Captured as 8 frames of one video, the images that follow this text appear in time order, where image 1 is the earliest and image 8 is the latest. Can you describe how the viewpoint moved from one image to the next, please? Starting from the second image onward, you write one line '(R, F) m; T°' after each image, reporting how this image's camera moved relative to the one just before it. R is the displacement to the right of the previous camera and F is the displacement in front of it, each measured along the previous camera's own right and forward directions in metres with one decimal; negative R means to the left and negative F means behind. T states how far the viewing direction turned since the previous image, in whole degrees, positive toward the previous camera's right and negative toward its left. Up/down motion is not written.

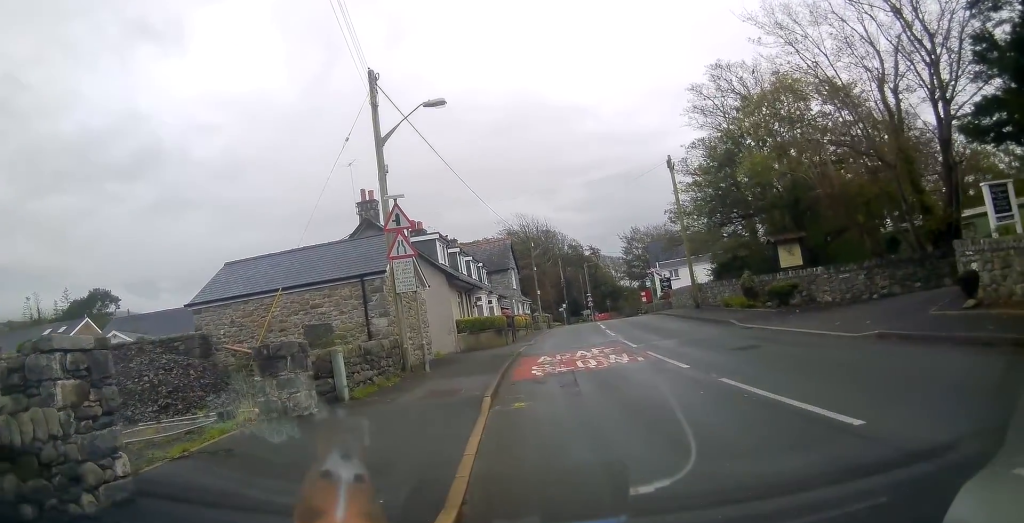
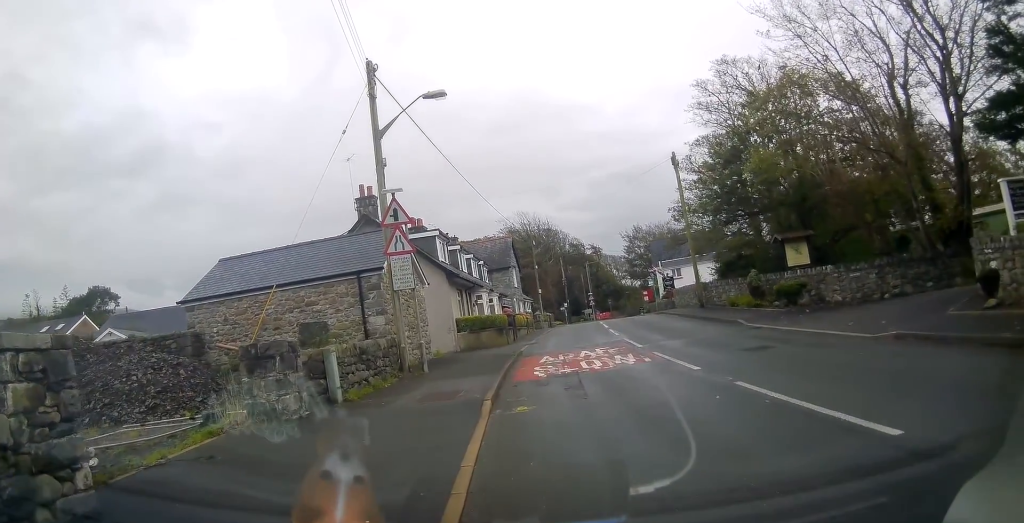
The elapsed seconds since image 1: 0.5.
(+0.2, +0.9) m; 0°
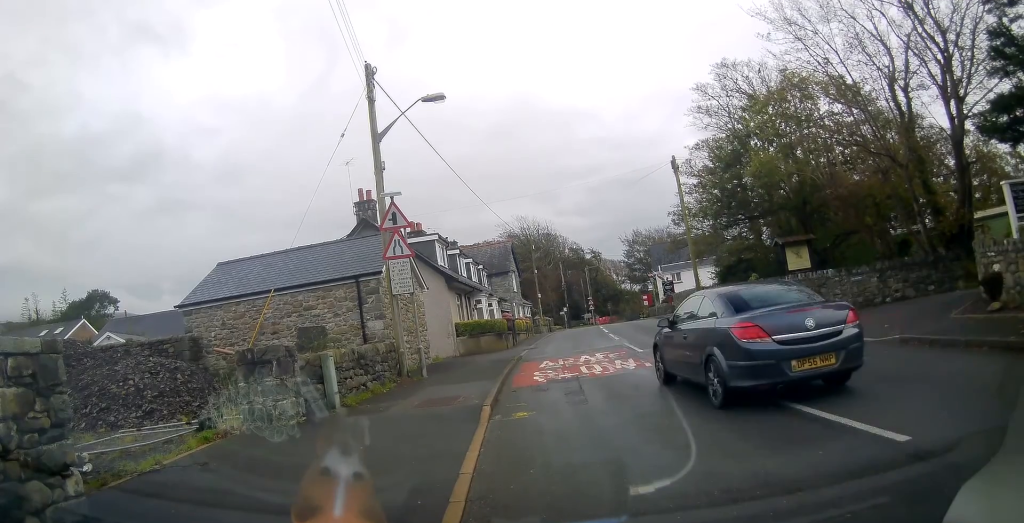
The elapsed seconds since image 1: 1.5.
(-0.2, +0.5) m; 0°
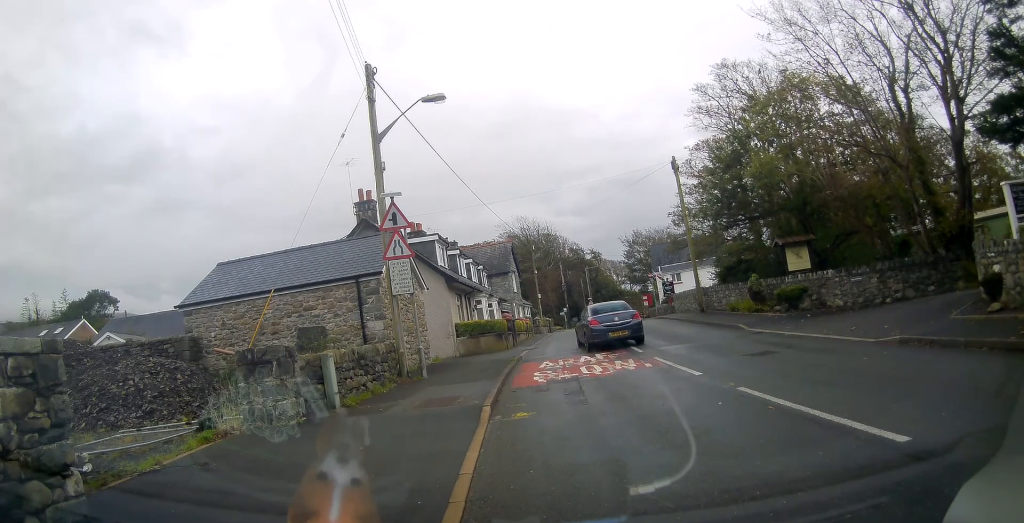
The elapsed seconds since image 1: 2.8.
(-0.2, -0.2) m; 0°
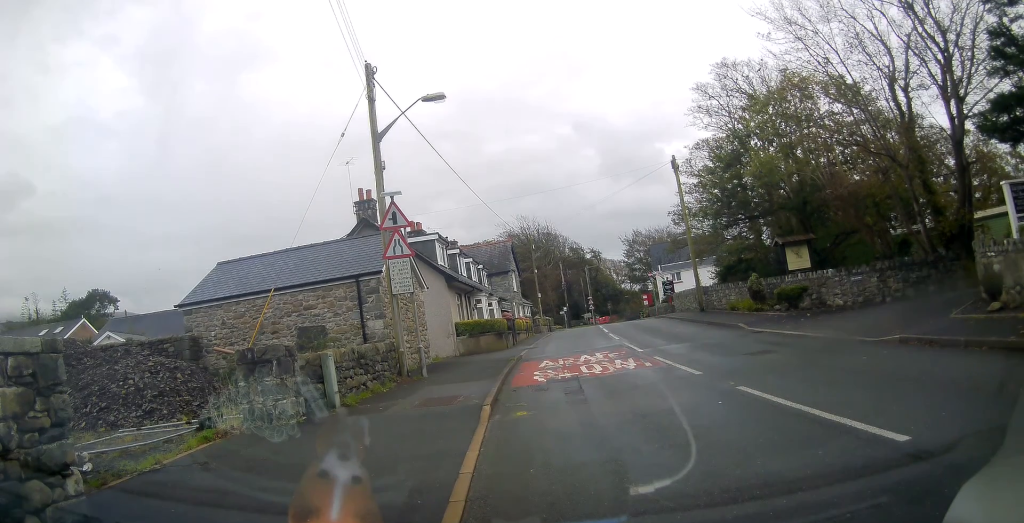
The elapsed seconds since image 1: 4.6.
(0.0, 0.0) m; 0°
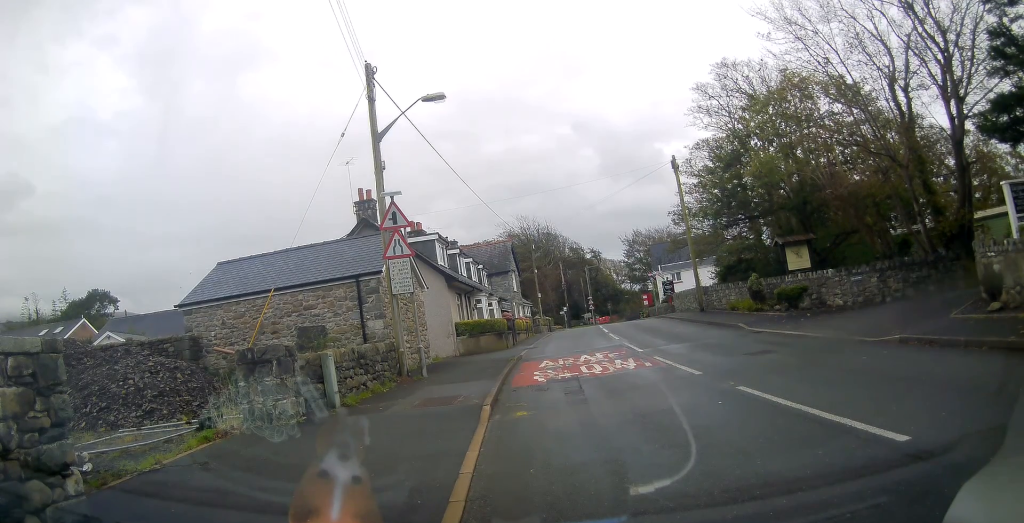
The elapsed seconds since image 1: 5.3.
(0.0, 0.0) m; 0°
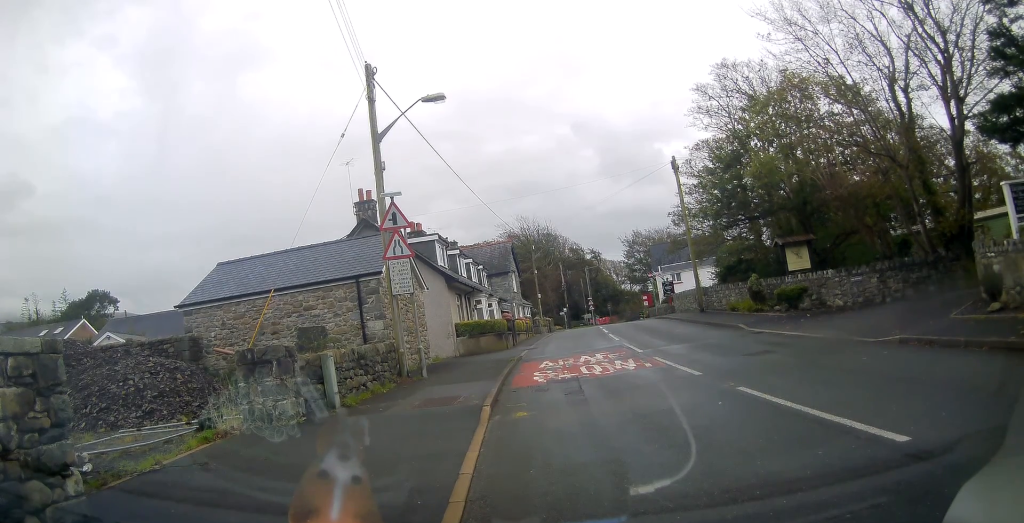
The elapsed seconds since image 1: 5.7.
(0.0, 0.0) m; 0°
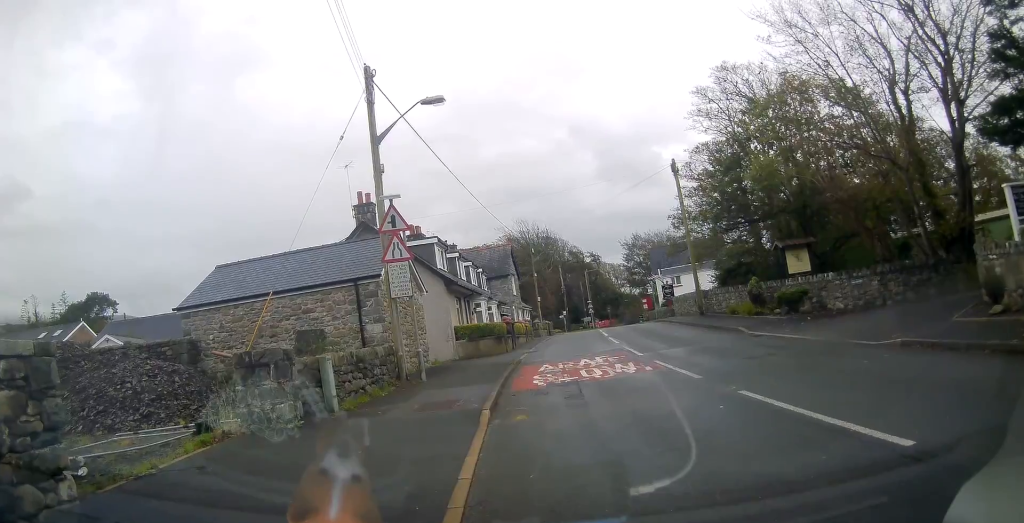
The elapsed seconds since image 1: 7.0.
(0.0, -0.1) m; 0°
